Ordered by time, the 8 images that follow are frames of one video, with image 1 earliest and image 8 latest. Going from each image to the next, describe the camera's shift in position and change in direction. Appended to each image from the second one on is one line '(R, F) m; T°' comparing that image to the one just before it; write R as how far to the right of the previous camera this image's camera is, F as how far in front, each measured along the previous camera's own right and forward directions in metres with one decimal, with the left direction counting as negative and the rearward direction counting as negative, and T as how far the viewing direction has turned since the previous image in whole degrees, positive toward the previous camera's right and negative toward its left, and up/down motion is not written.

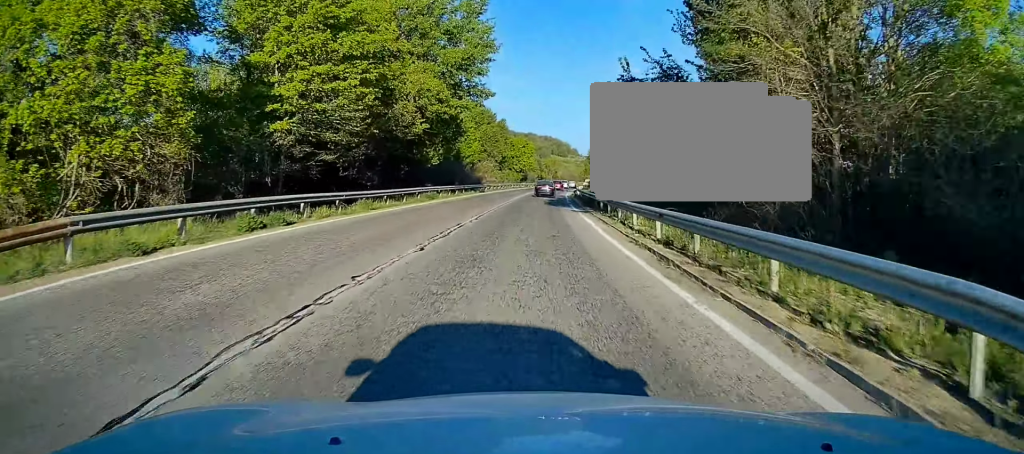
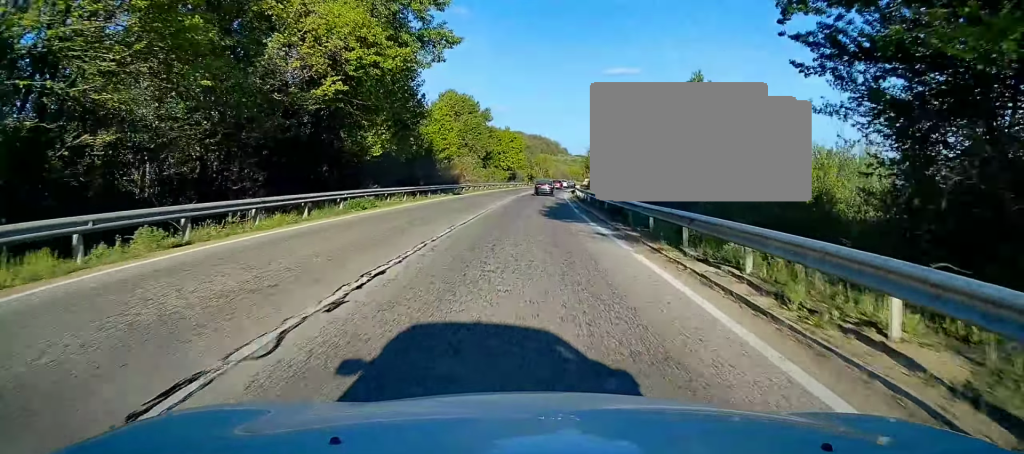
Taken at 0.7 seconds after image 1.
(0.0, +14.7) m; +1°
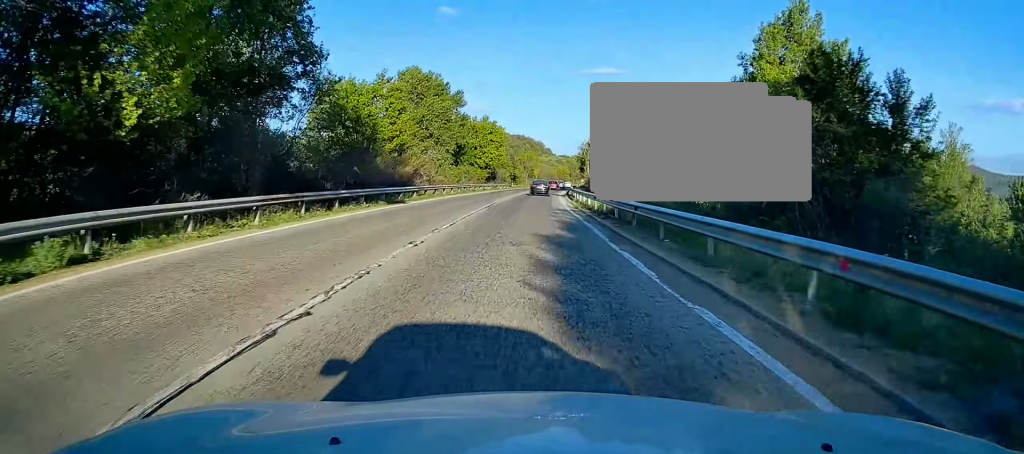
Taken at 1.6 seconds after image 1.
(+0.3, +18.4) m; +2°
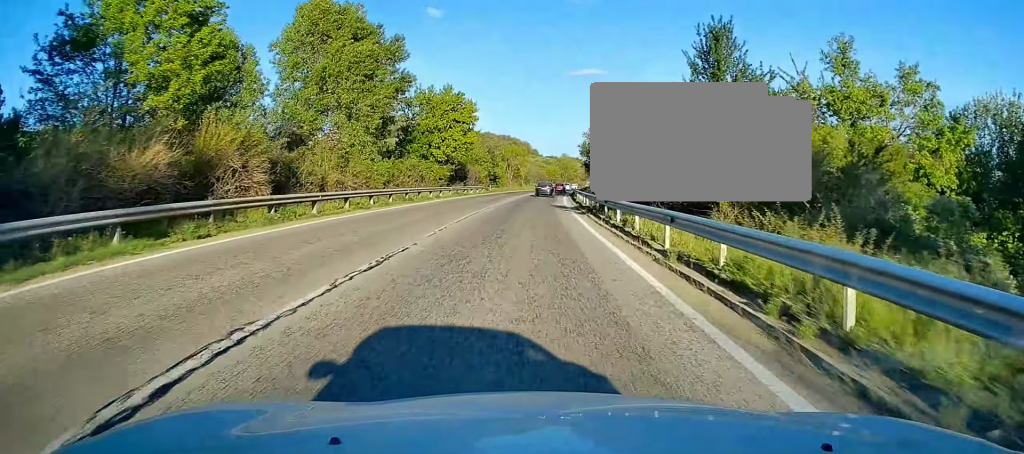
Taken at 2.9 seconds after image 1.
(+1.0, +29.2) m; +3°
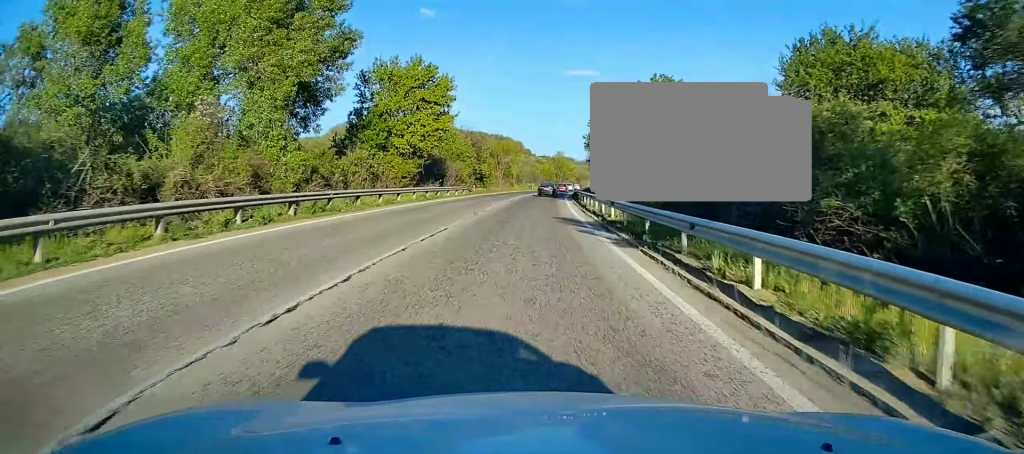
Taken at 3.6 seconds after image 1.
(+0.2, +13.6) m; +1°
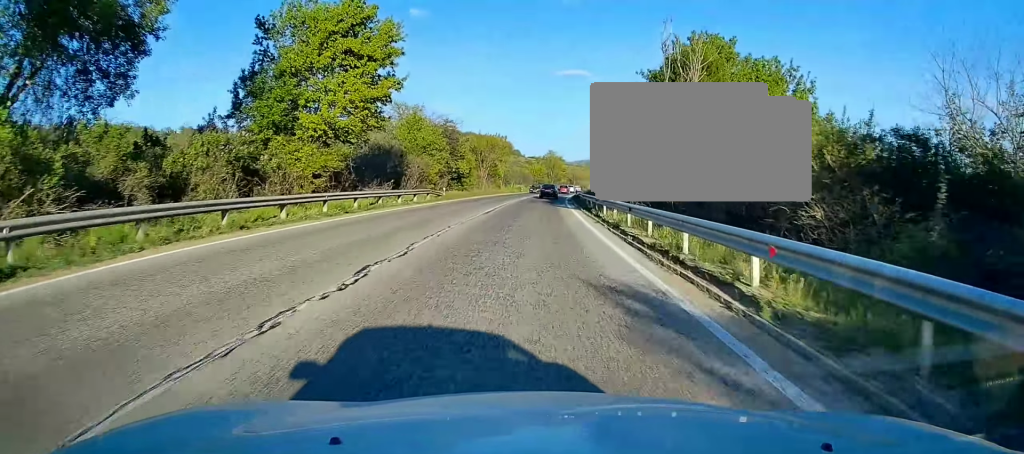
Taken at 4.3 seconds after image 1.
(0.0, +15.8) m; 0°
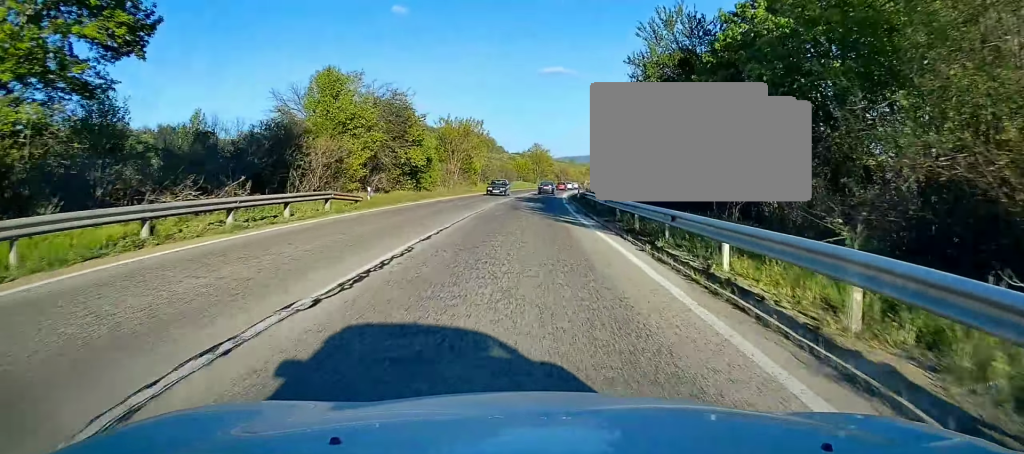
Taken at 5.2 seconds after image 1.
(0.0, +18.7) m; 0°
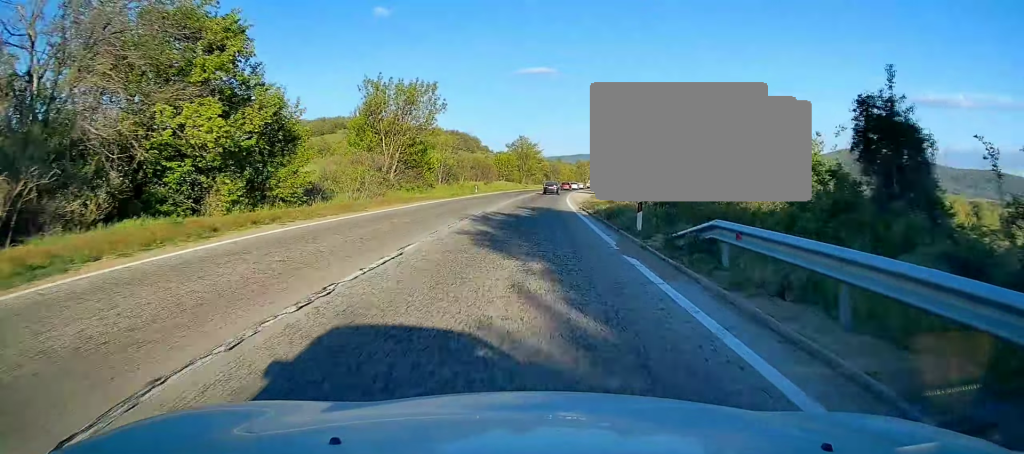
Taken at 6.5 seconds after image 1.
(+0.1, +28.0) m; +1°
